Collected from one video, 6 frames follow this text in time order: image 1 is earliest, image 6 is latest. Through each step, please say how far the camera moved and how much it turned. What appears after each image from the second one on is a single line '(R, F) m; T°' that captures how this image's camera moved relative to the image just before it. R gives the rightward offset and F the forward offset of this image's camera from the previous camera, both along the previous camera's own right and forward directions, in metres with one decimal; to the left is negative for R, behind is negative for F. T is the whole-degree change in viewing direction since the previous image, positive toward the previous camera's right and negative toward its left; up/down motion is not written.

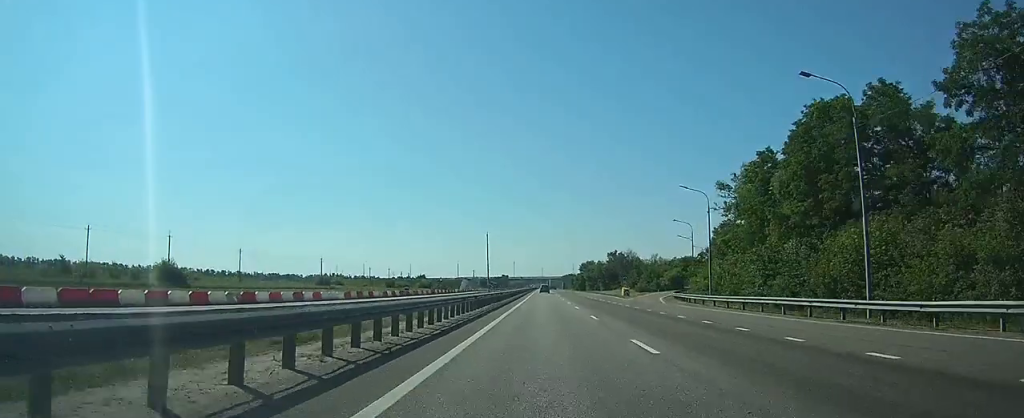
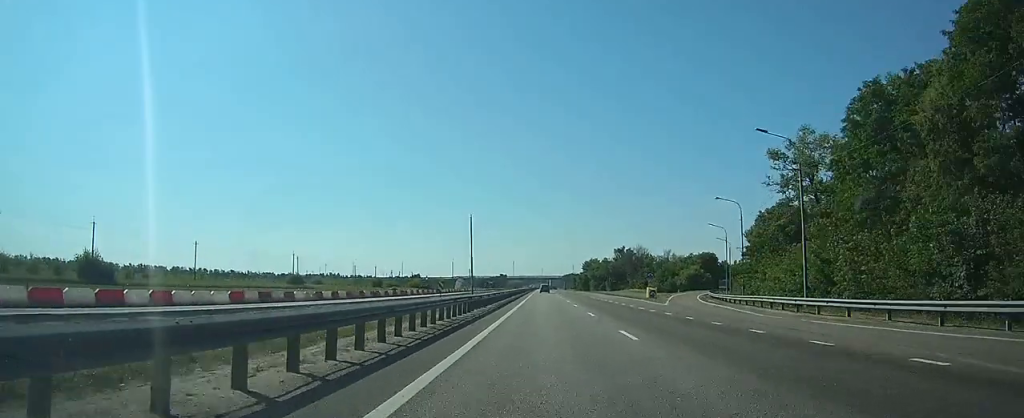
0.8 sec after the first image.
(0.0, +21.1) m; 0°
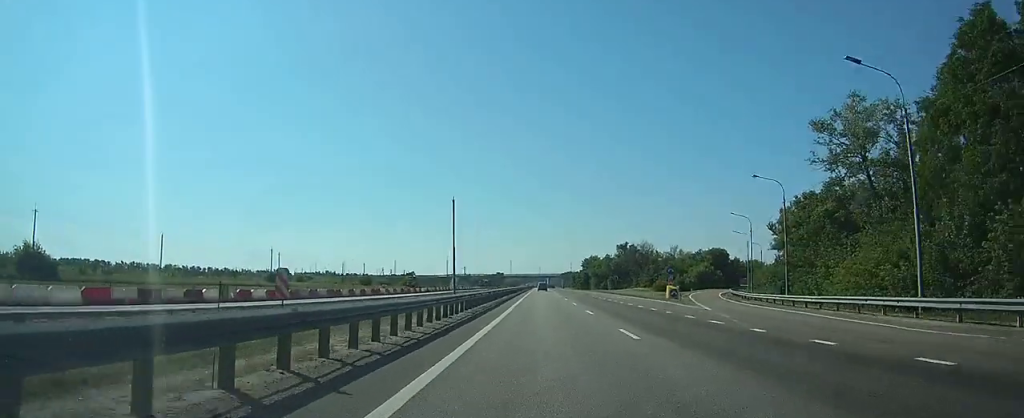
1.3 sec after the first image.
(0.0, +12.3) m; 0°
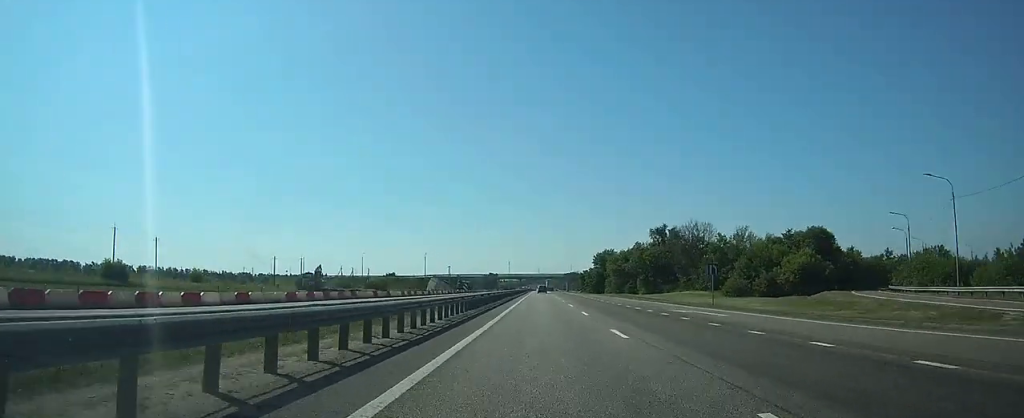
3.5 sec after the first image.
(+0.6, +59.8) m; +1°
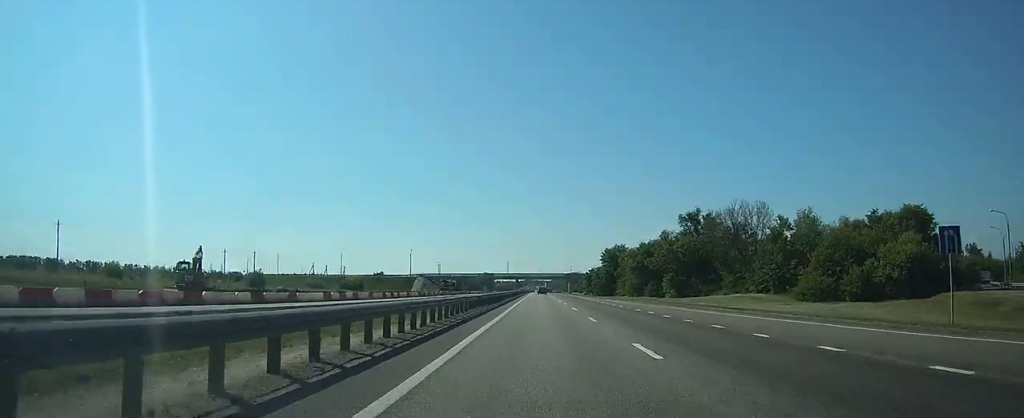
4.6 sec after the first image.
(+0.1, +28.2) m; 0°
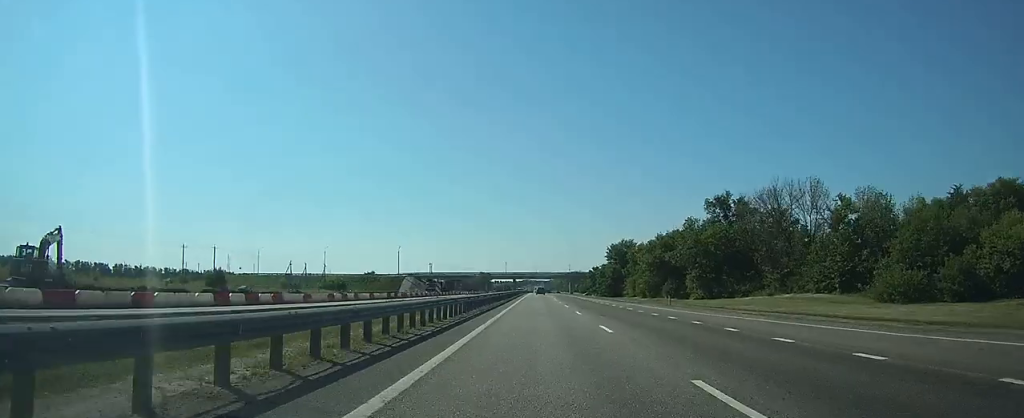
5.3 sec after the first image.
(+0.1, +17.6) m; 0°
